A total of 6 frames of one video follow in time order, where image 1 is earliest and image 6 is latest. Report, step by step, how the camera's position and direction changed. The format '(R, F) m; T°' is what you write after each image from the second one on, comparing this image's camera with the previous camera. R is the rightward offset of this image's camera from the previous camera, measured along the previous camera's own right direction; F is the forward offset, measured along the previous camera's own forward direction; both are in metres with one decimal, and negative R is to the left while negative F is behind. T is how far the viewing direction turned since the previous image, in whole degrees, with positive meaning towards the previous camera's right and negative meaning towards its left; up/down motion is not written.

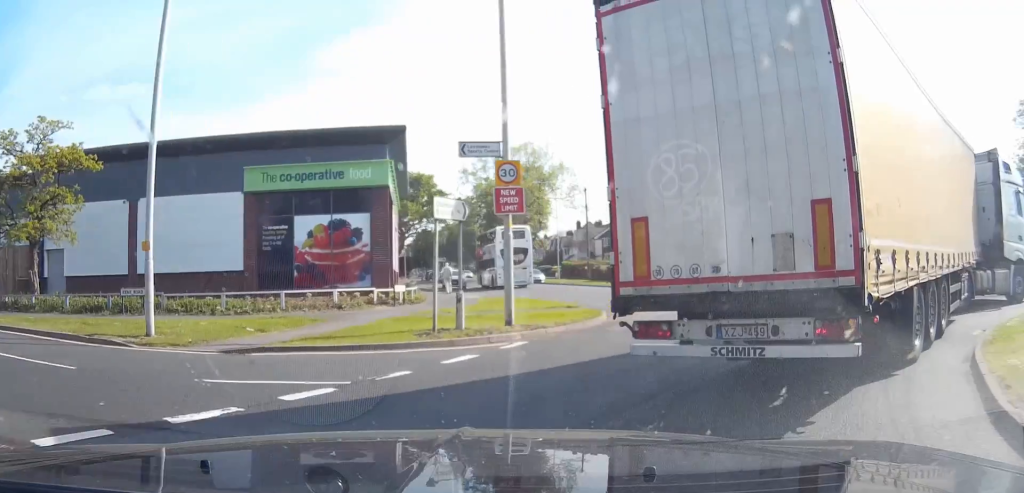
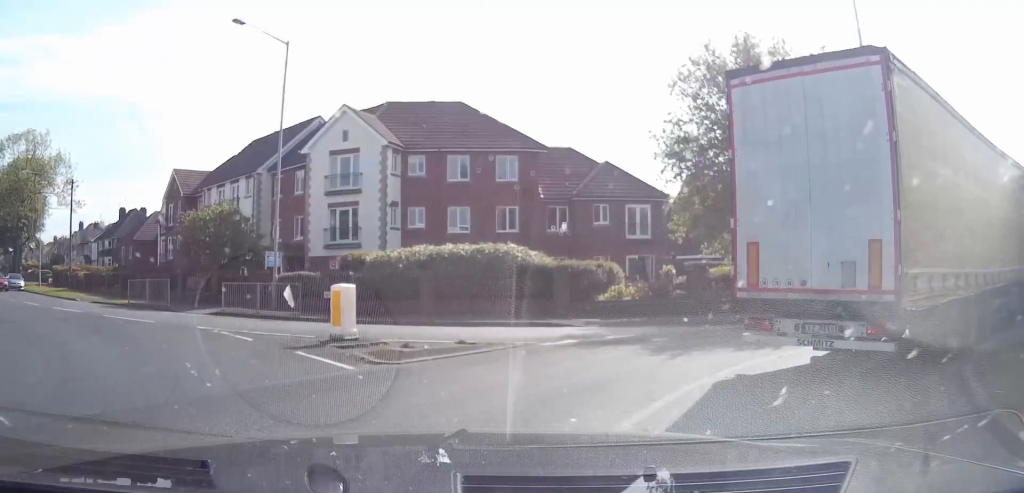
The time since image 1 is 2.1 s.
(+3.3, +10.9) m; +41°
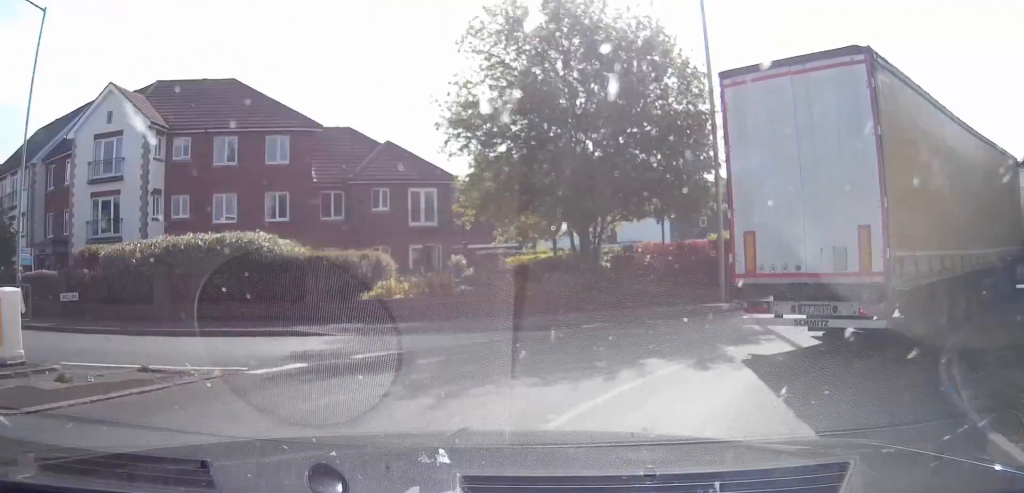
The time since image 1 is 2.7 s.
(+0.6, +3.8) m; +16°
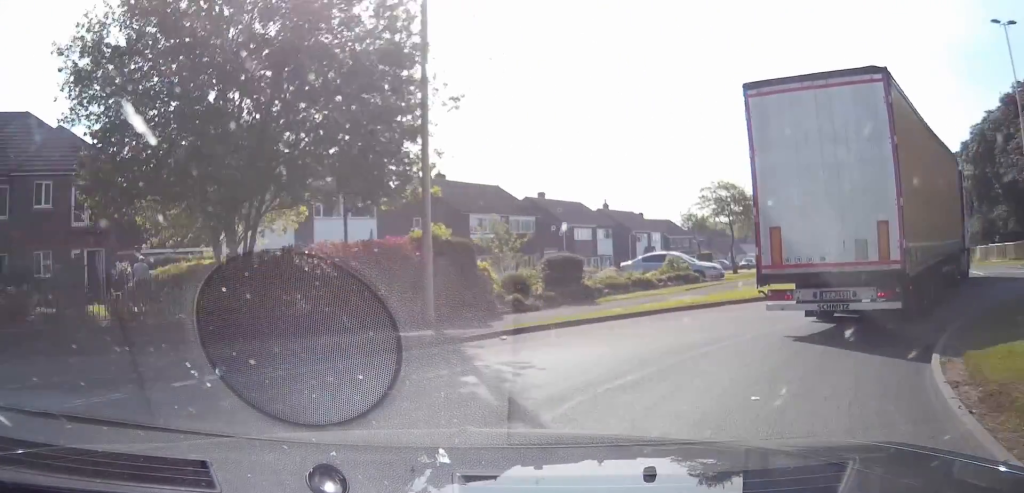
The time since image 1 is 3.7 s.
(+1.3, +5.9) m; +24°
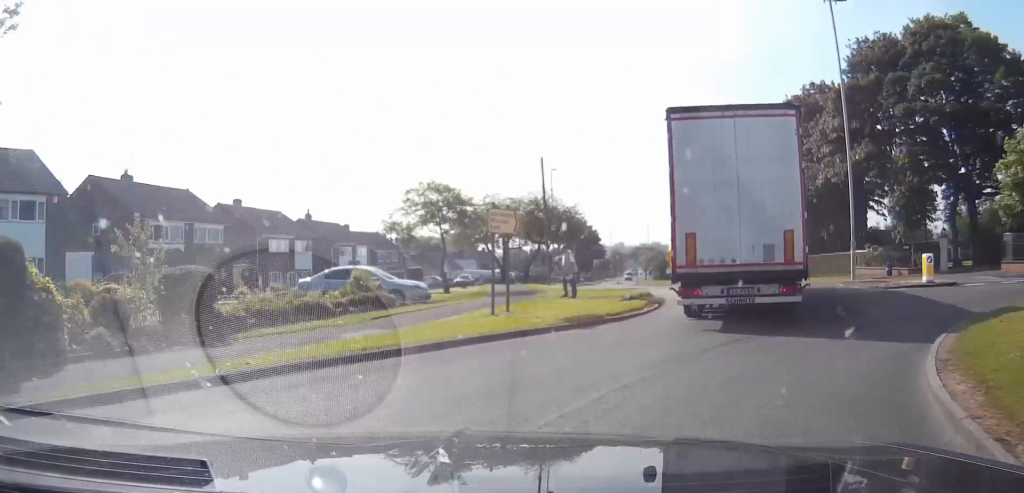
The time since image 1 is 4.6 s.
(+1.4, +6.8) m; +19°
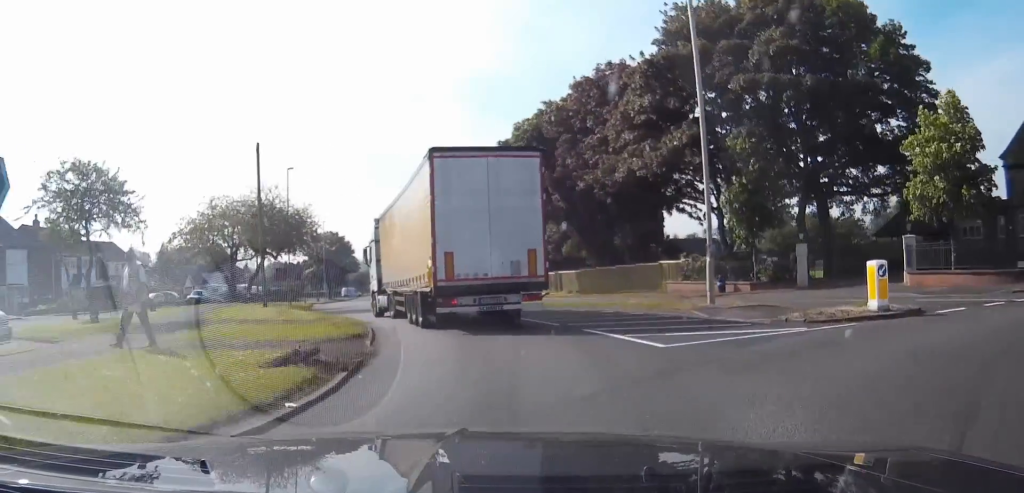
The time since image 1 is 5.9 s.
(+1.7, +11.1) m; +10°
